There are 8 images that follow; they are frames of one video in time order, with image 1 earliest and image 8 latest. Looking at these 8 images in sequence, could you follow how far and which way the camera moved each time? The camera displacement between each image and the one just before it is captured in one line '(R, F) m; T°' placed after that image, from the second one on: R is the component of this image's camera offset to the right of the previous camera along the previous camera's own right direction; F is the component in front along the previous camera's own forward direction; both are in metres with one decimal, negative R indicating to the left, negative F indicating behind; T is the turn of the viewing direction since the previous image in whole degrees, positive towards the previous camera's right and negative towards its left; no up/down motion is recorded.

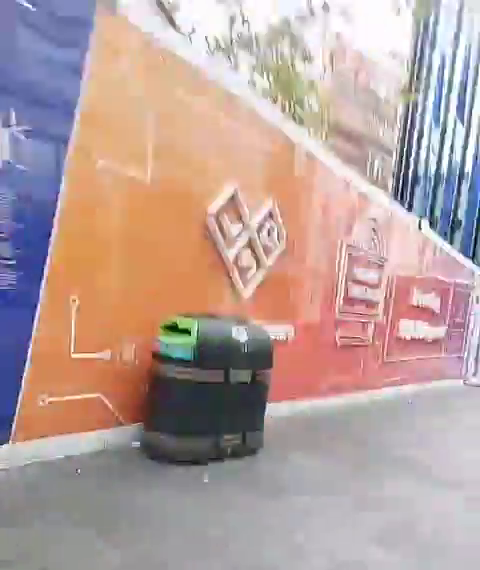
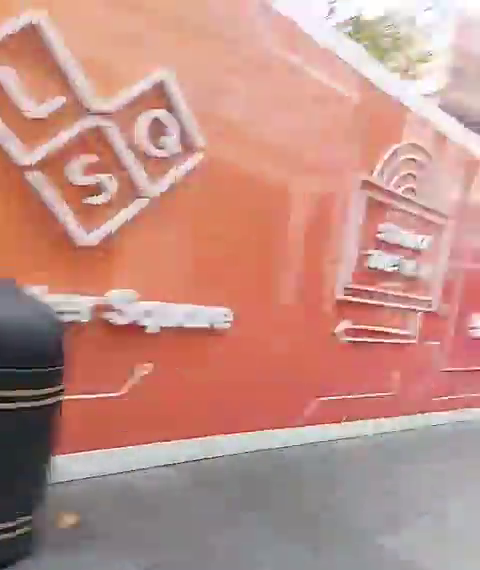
(-0.2, +3.5) m; -6°
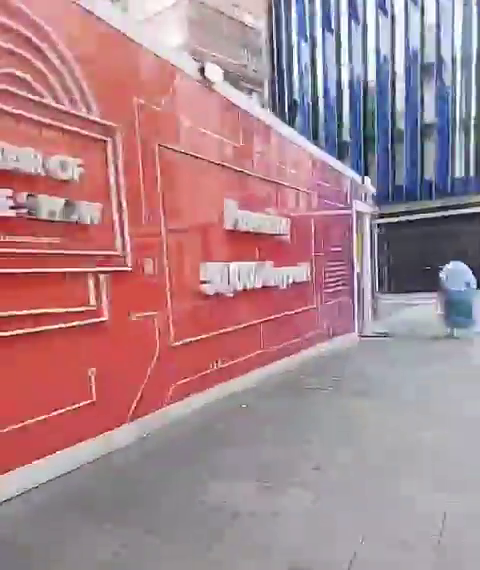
(-0.1, +2.9) m; +2°
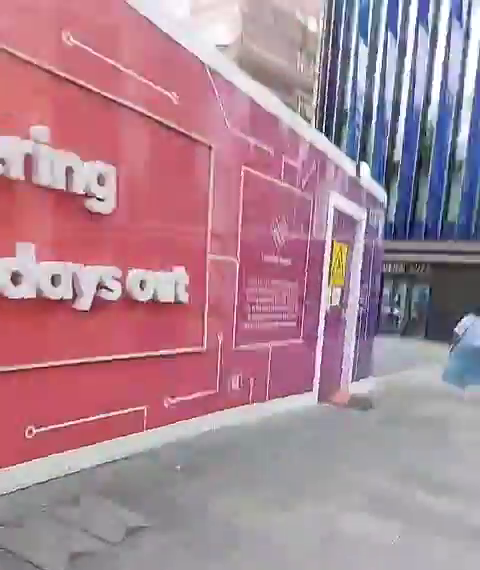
(+0.3, +5.6) m; -3°
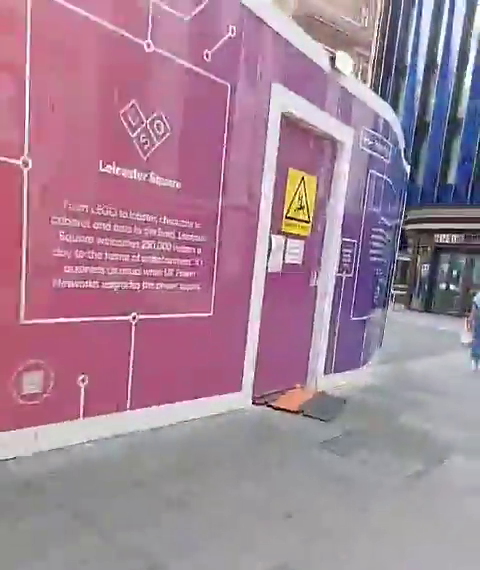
(-0.5, +3.1) m; -18°
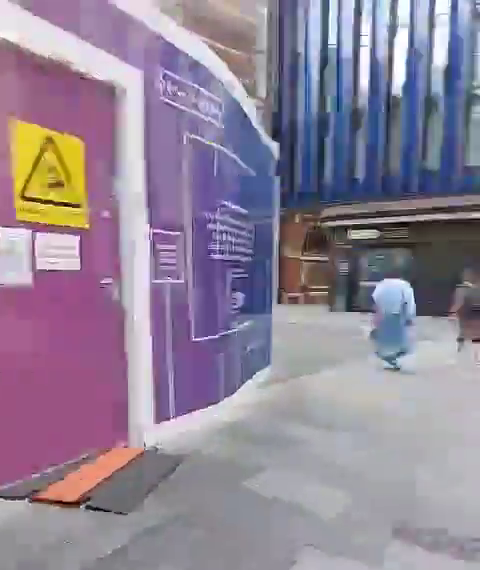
(-0.4, +2.0) m; -5°
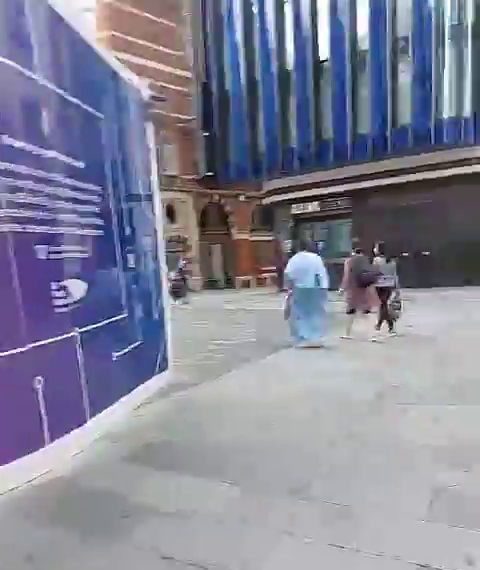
(+0.3, +2.1) m; +7°
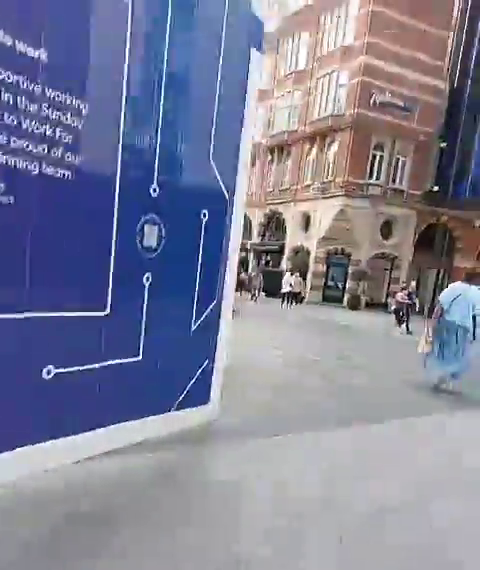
(0.0, +2.8) m; -2°
